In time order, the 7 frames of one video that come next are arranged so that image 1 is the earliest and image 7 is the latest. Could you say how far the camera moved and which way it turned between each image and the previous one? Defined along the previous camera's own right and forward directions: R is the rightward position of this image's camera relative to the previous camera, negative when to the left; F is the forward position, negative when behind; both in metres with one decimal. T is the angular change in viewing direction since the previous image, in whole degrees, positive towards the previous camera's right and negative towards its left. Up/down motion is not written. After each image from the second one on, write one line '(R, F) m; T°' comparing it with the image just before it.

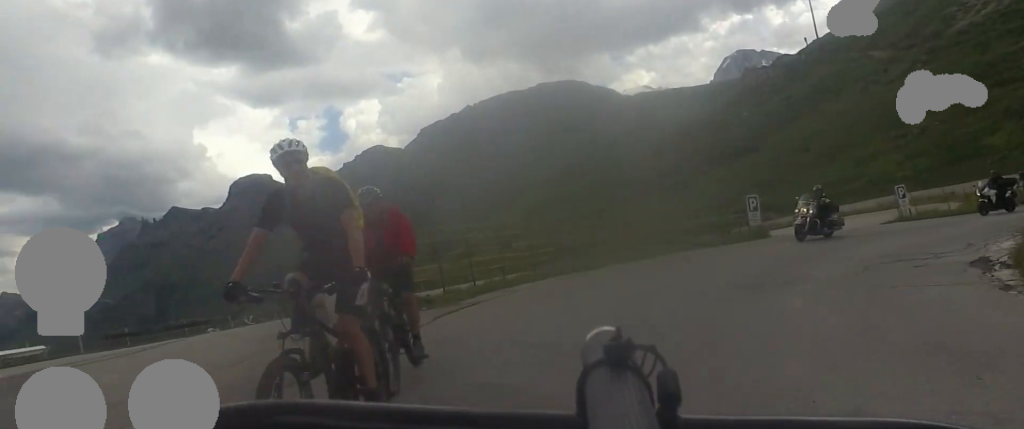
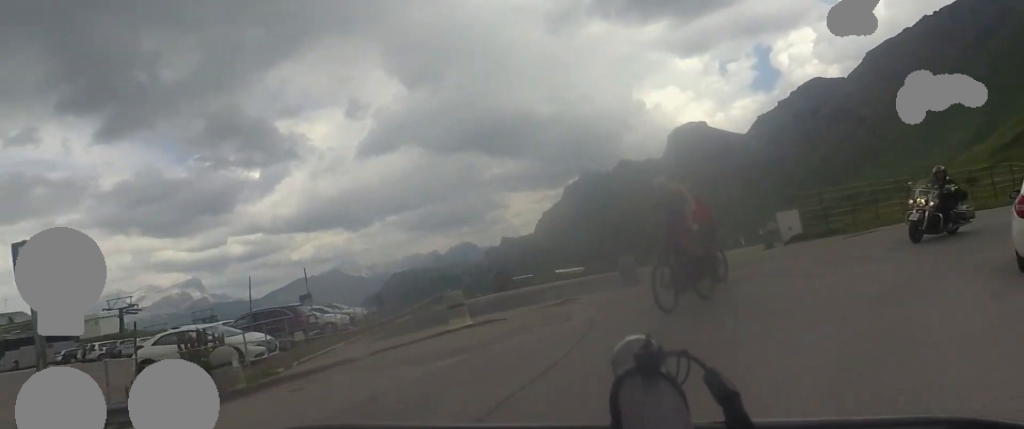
(-2.1, +9.4) m; -26°
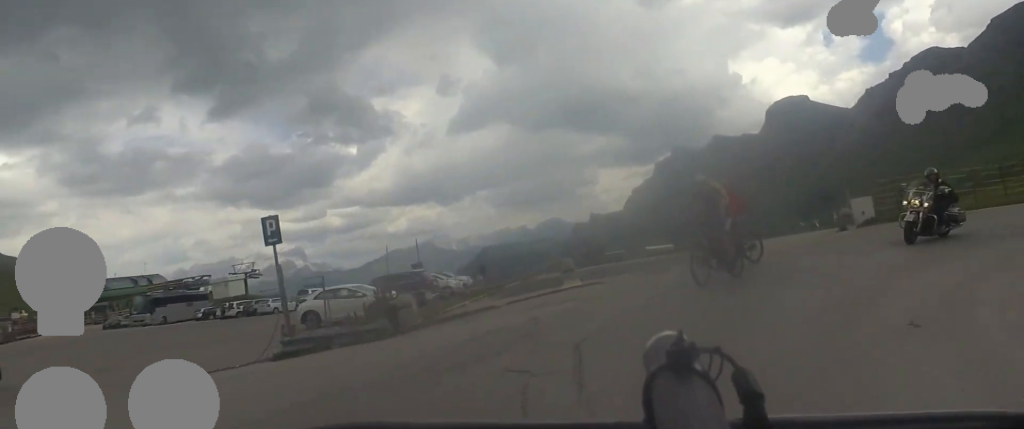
(-0.2, +3.2) m; -9°
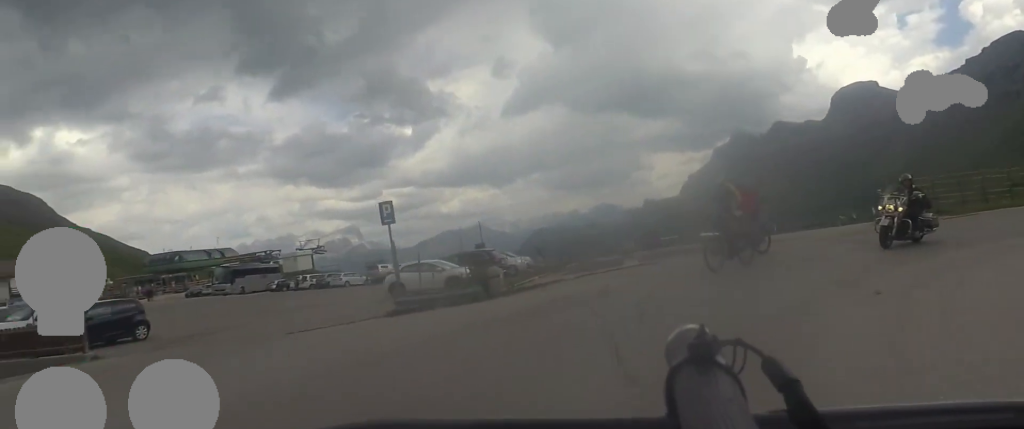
(+0.2, +2.7) m; -8°
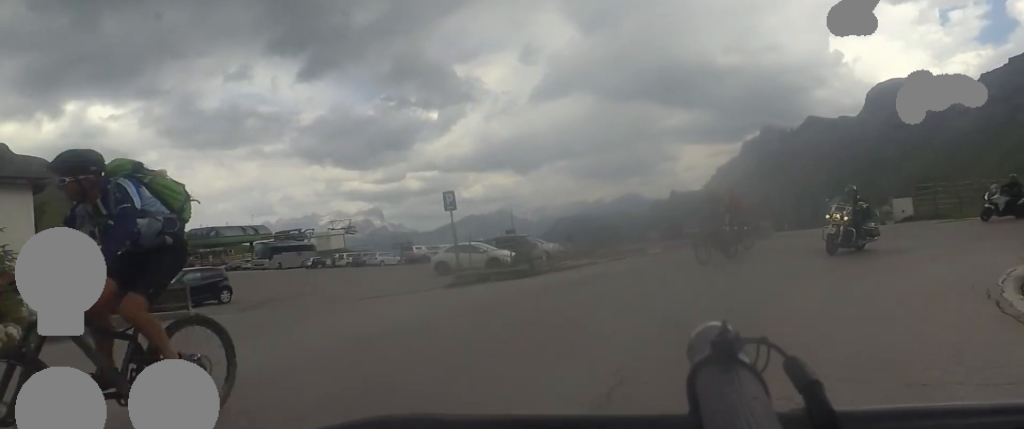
(-0.4, +2.9) m; -6°
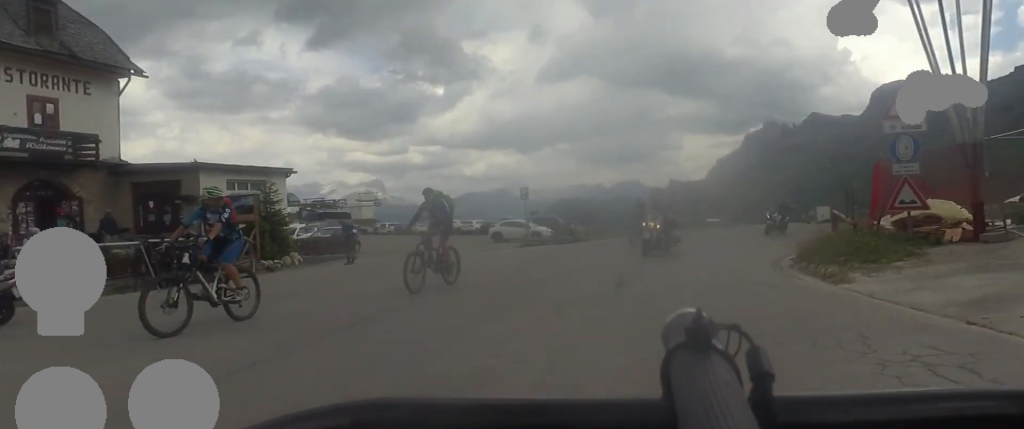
(-1.5, +10.8) m; +1°
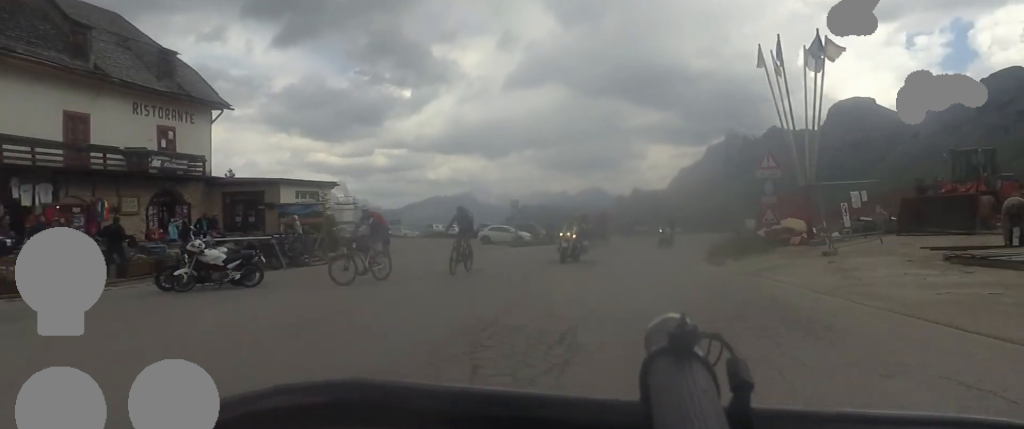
(+1.1, +7.5) m; +1°
